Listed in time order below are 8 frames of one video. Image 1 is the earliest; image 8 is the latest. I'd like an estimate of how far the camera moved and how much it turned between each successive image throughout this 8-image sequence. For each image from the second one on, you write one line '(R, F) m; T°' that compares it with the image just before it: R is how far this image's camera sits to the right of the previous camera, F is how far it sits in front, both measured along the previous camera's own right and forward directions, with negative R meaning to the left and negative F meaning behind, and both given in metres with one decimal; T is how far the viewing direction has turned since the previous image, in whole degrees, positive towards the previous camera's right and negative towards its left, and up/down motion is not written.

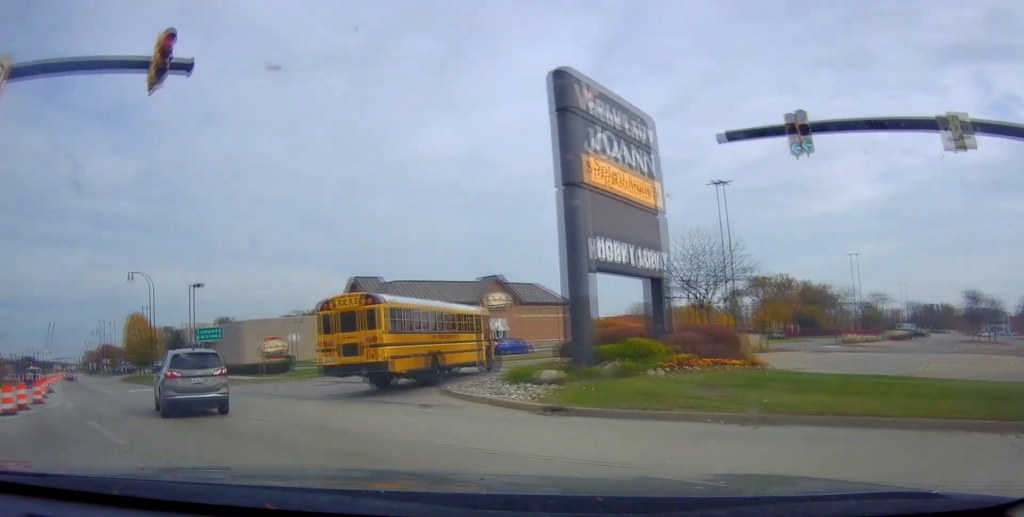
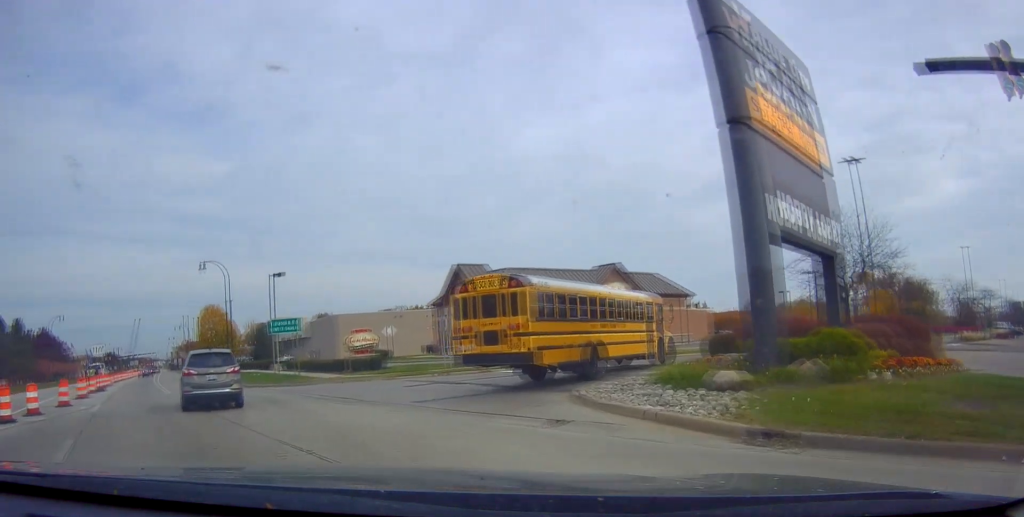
(-0.3, +4.8) m; -9°
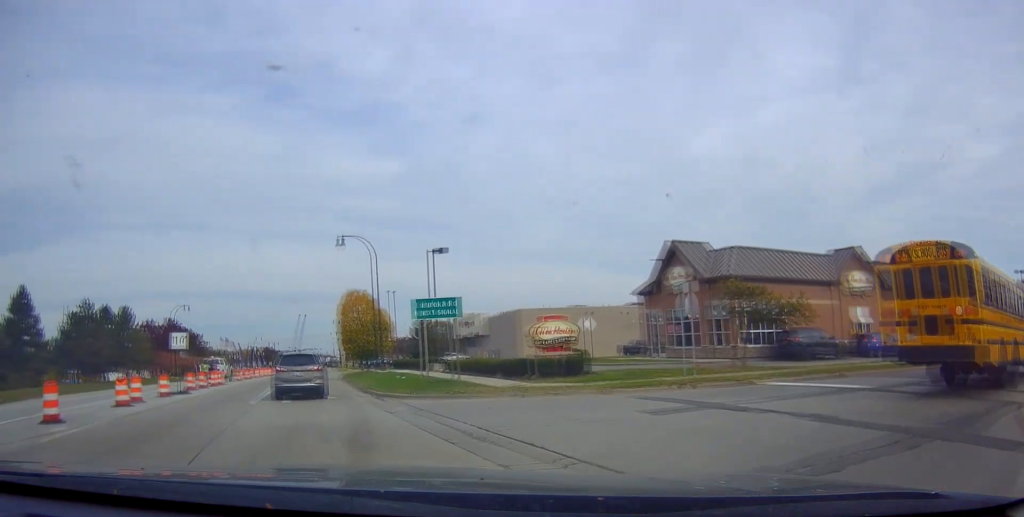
(-1.2, +9.7) m; -15°
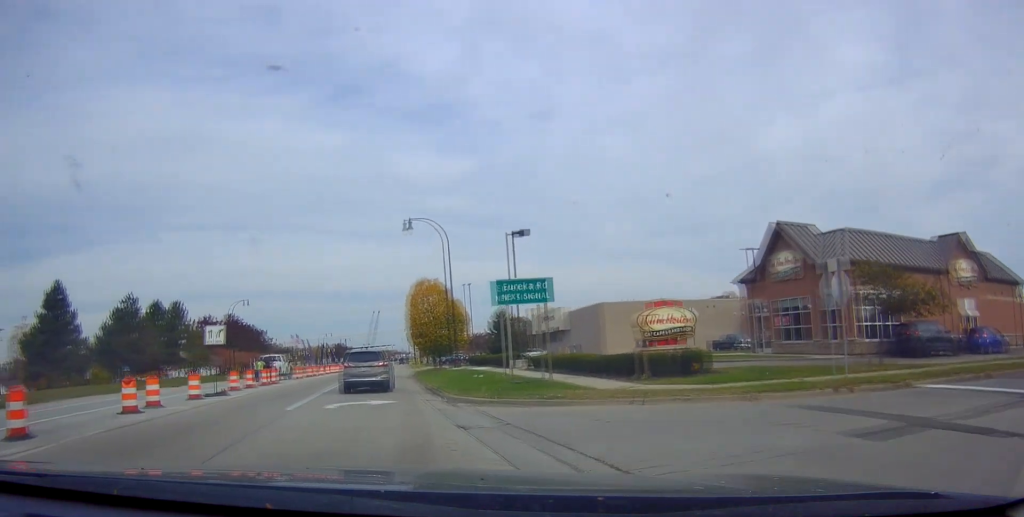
(-0.4, +4.1) m; -6°
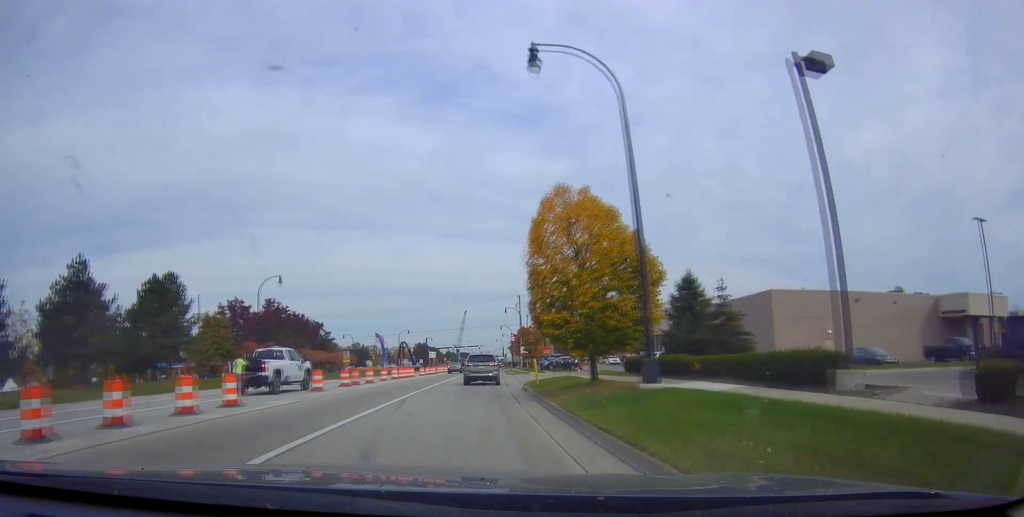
(-2.9, +21.6) m; -11°
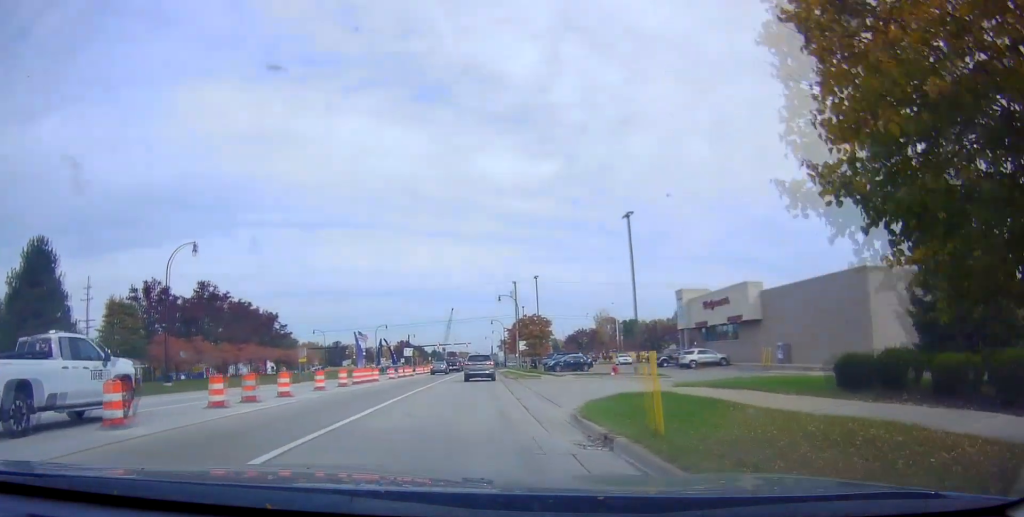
(+0.7, +16.7) m; +4°
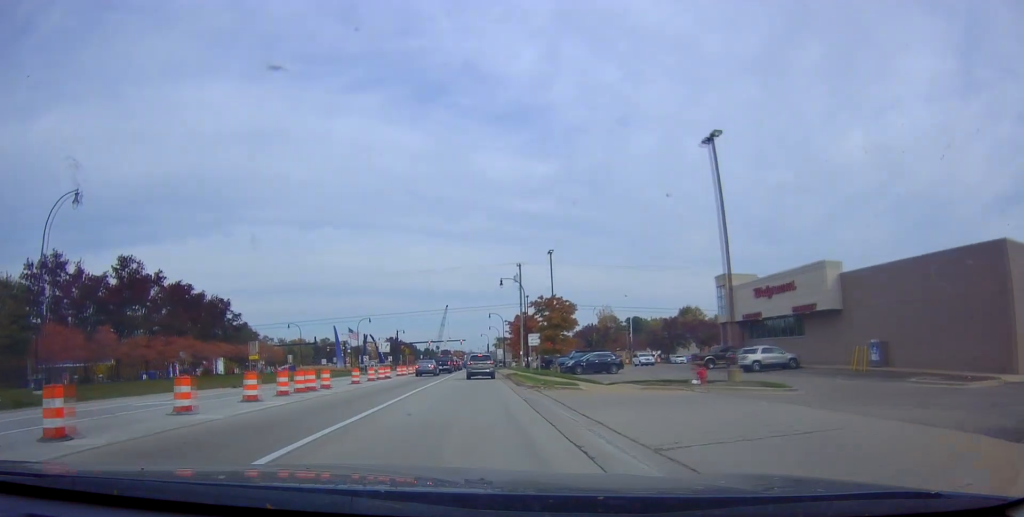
(+0.1, +14.5) m; +1°
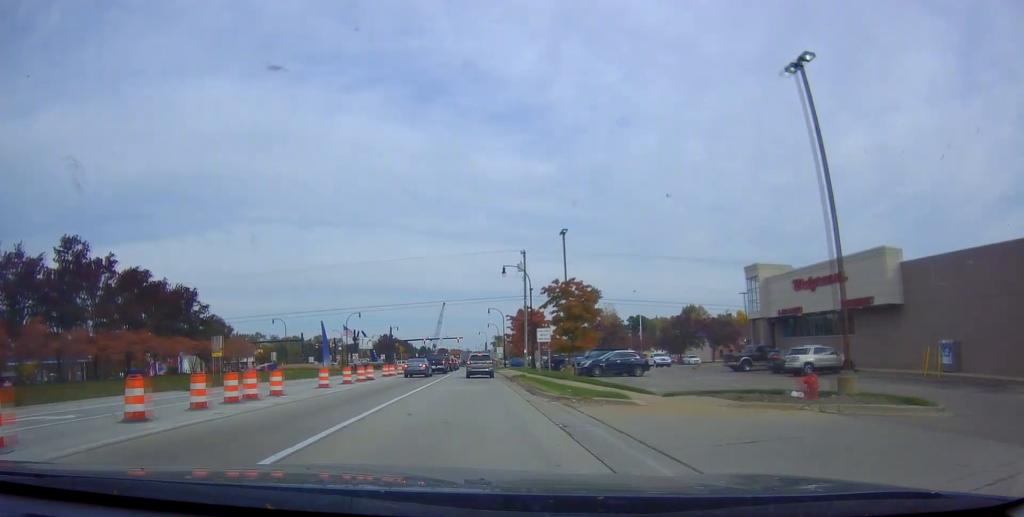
(-0.3, +7.7) m; +1°
